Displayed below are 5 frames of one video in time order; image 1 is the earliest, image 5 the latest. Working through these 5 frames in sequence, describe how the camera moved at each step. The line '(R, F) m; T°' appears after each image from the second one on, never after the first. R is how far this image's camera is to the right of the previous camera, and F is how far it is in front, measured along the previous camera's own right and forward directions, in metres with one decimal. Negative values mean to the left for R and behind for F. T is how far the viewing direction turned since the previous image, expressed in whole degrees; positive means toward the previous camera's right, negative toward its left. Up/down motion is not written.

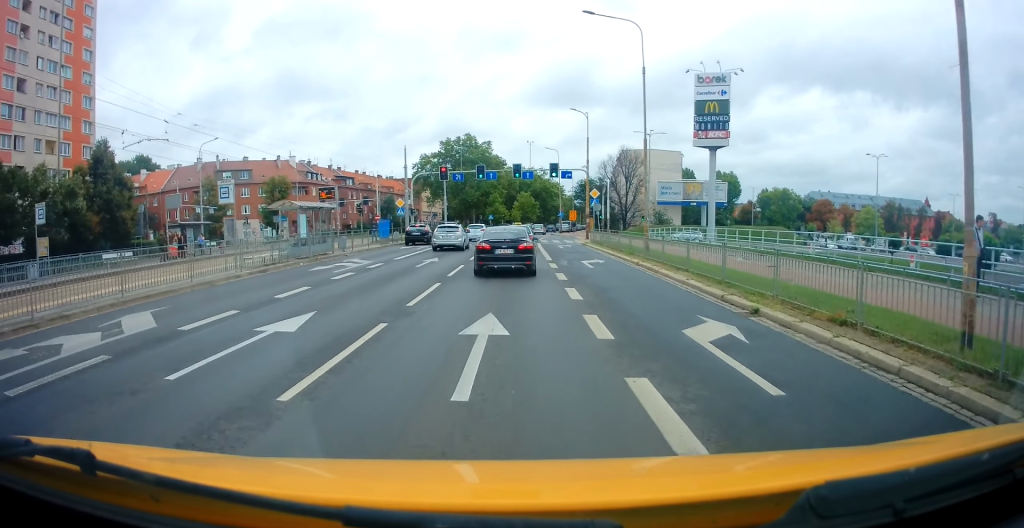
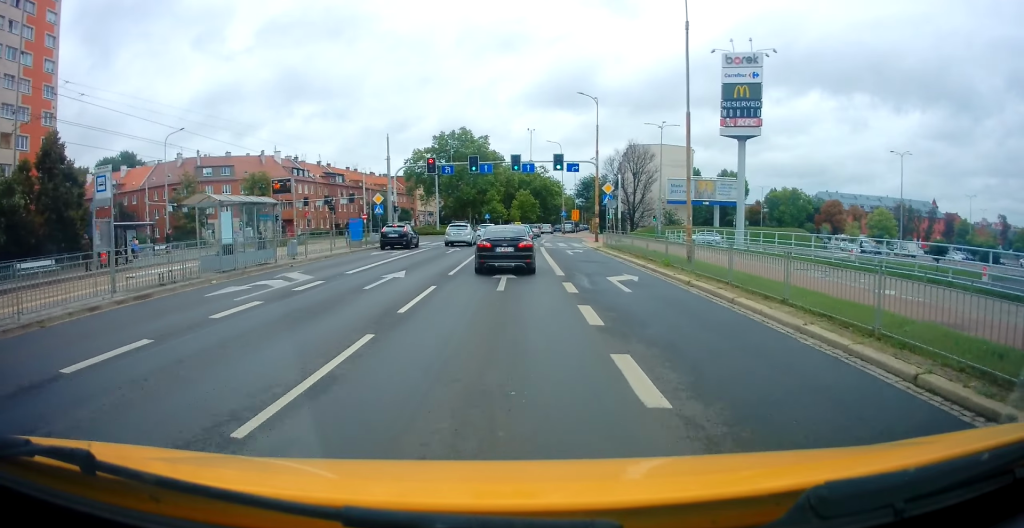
(-0.1, +6.2) m; -5°
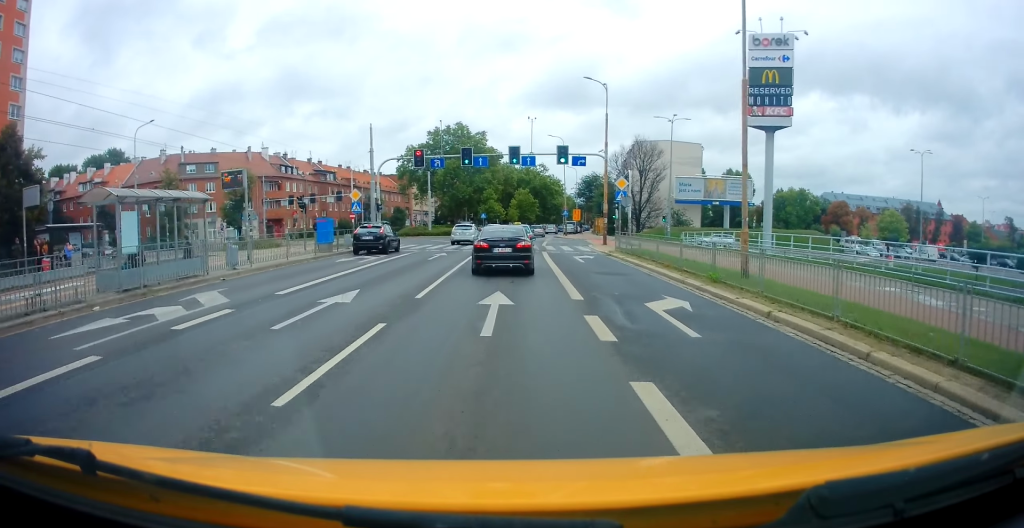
(-0.2, +4.7) m; -3°
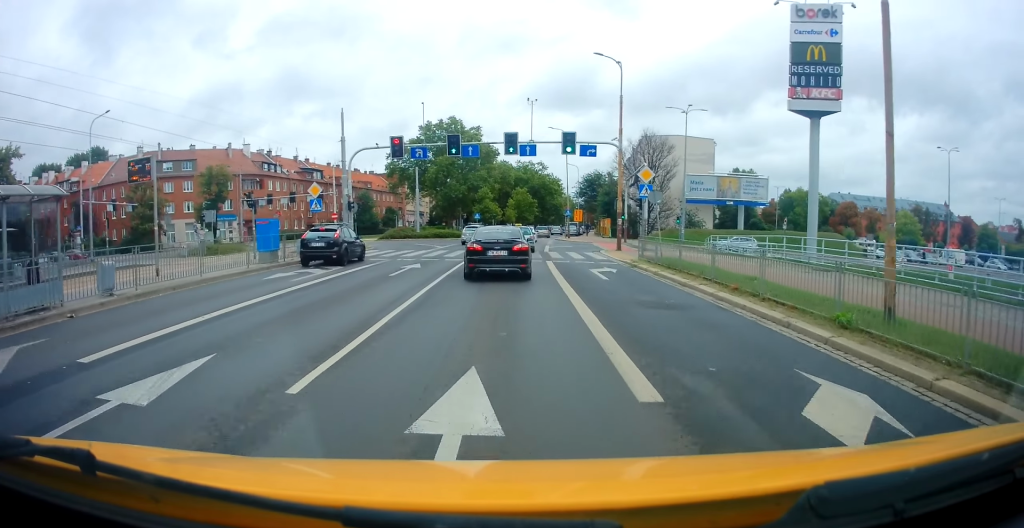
(-0.1, +6.0) m; +2°
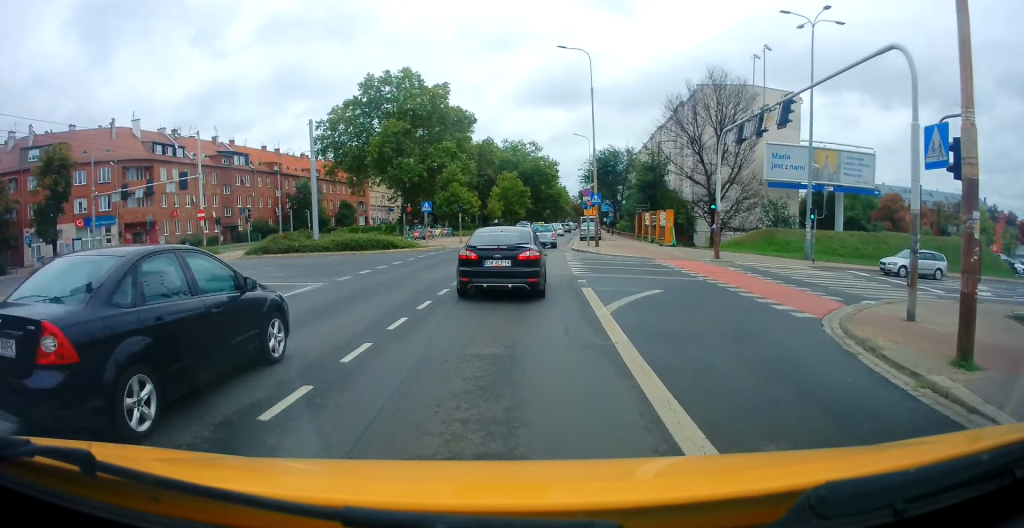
(+1.9, +28.5) m; +5°
